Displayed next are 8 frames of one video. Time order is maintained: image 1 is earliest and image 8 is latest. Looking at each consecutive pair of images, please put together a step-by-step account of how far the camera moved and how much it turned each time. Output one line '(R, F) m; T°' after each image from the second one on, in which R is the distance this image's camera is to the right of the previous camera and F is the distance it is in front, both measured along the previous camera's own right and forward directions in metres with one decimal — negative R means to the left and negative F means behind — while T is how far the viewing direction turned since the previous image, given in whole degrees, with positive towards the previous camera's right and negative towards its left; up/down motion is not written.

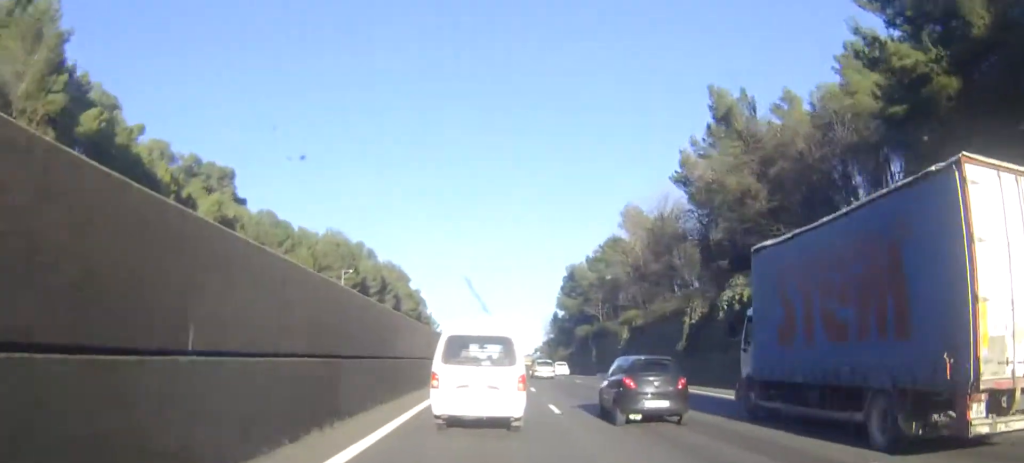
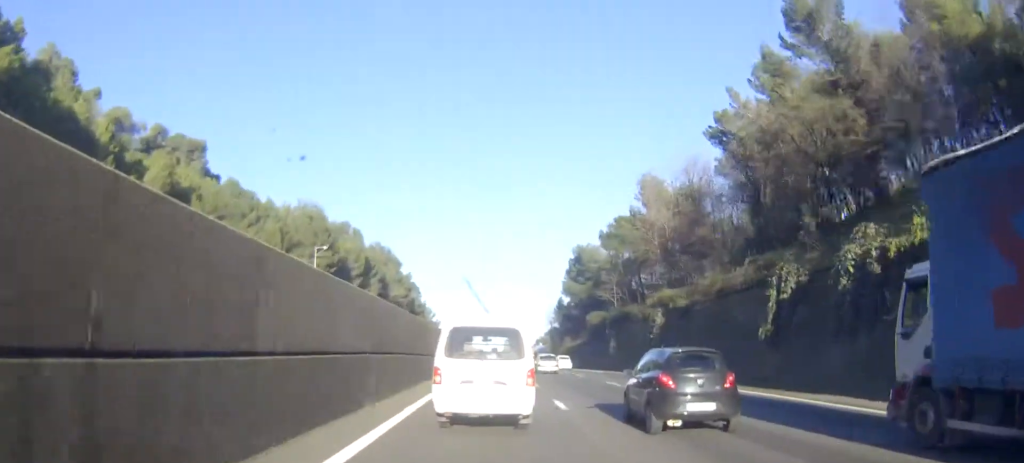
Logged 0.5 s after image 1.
(0.0, +14.1) m; 0°
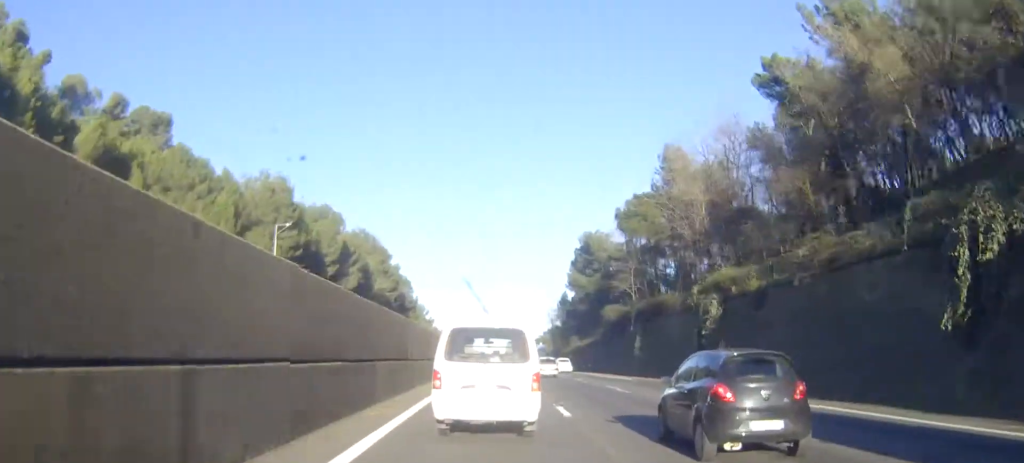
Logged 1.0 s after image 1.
(0.0, +14.1) m; 0°
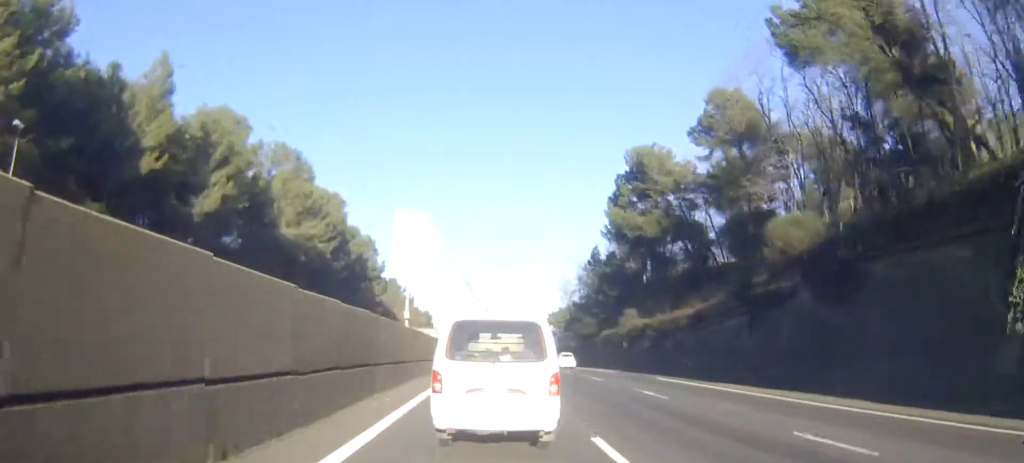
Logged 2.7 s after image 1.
(-0.9, +47.8) m; -1°
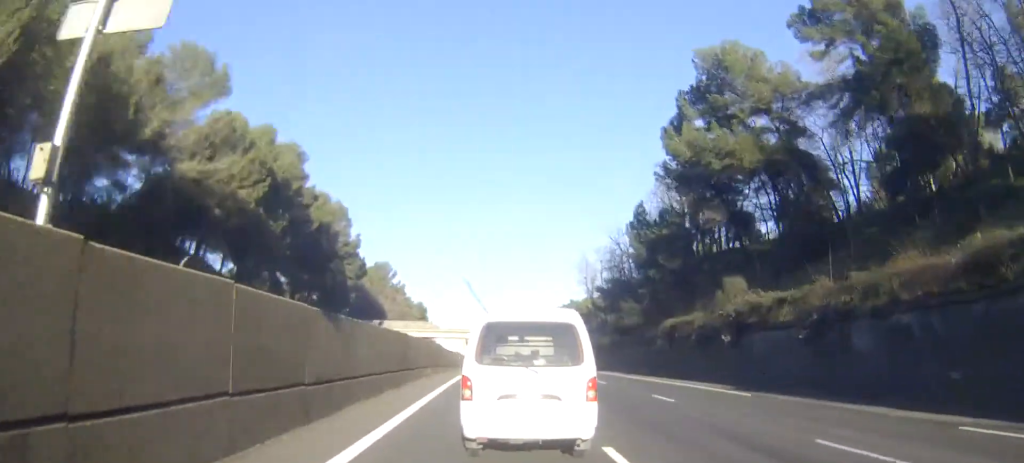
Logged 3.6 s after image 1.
(+0.1, +27.9) m; 0°
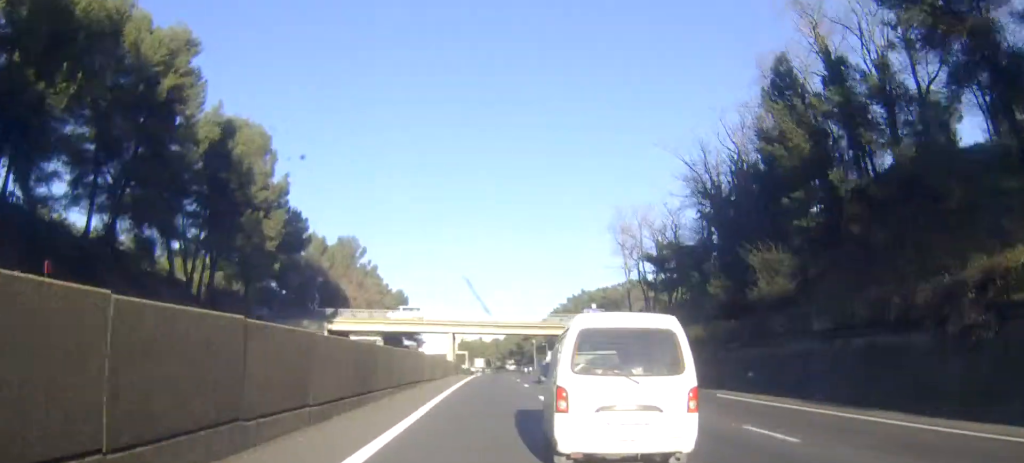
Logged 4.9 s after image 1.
(-0.1, +37.1) m; 0°
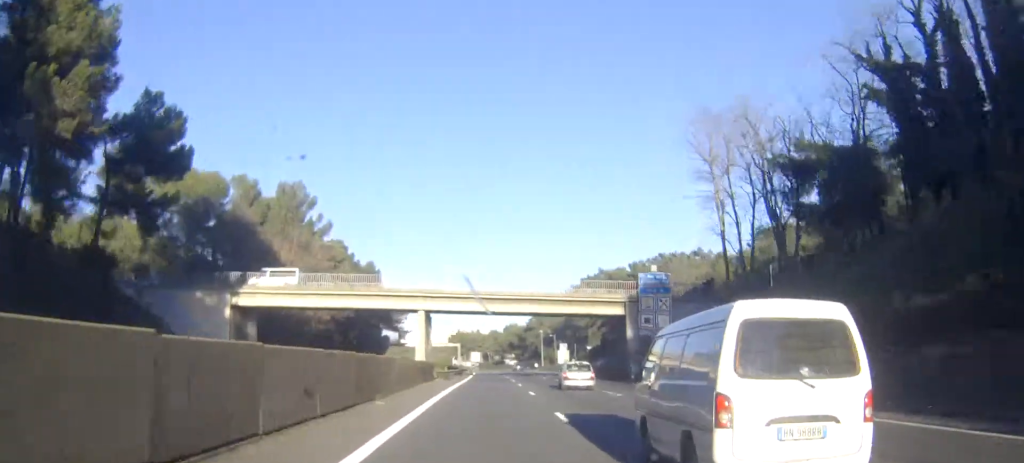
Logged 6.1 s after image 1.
(0.0, +35.7) m; 0°
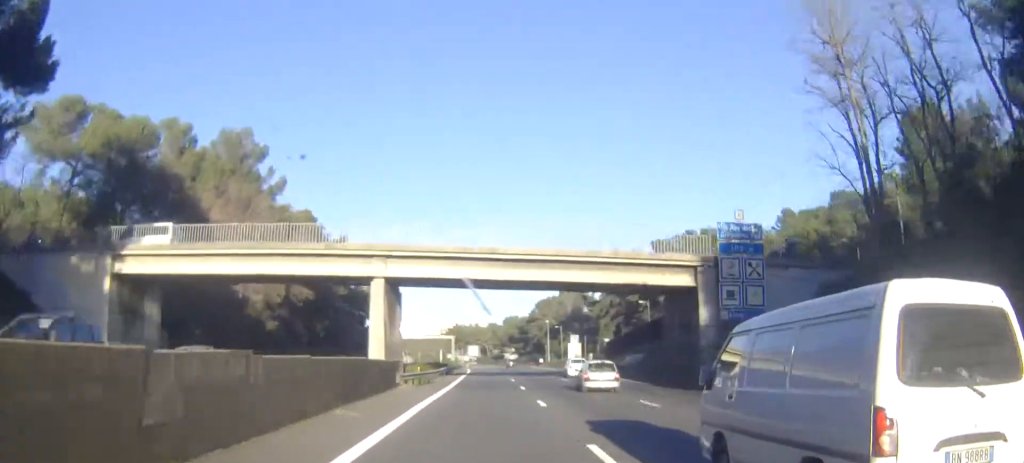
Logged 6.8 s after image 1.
(0.0, +20.3) m; 0°
